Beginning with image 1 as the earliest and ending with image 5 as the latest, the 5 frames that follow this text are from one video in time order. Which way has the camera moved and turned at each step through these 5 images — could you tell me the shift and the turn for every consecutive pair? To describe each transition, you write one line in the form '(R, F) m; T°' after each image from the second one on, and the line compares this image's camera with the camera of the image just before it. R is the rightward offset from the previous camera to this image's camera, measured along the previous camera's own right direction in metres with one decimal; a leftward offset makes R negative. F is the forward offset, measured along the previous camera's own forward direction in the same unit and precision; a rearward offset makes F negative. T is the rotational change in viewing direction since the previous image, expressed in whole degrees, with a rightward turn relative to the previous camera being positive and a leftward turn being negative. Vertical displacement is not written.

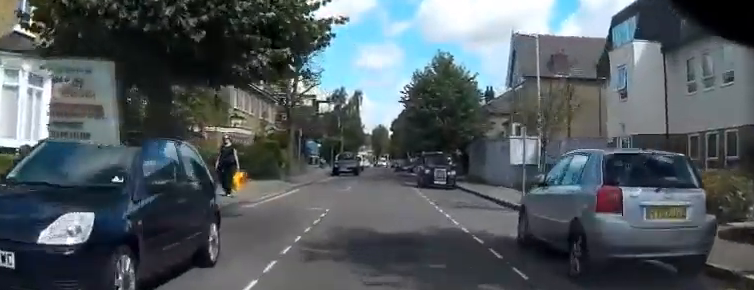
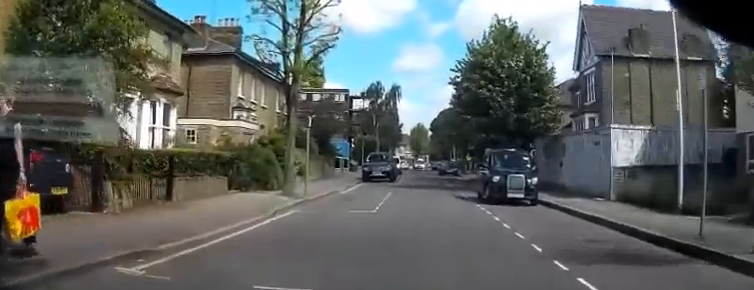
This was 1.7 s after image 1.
(0.0, +11.3) m; -3°
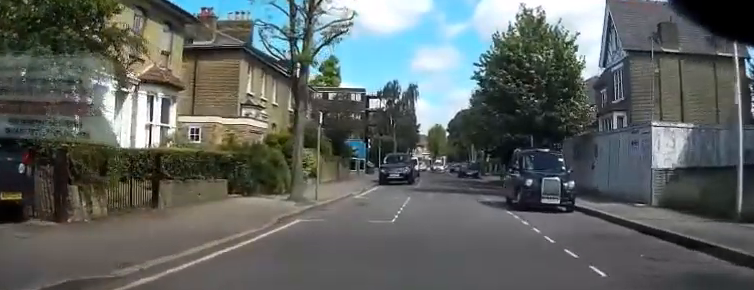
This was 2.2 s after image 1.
(0.0, +2.7) m; -2°
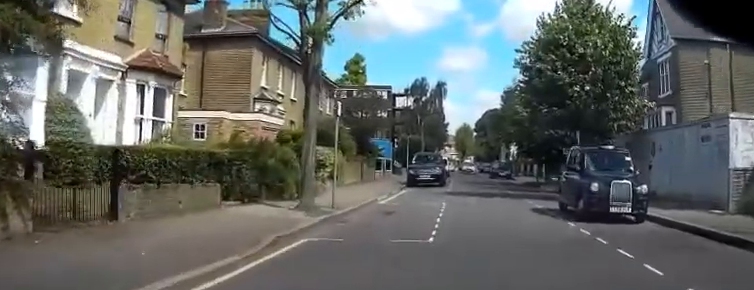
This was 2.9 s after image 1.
(-0.2, +4.1) m; -3°
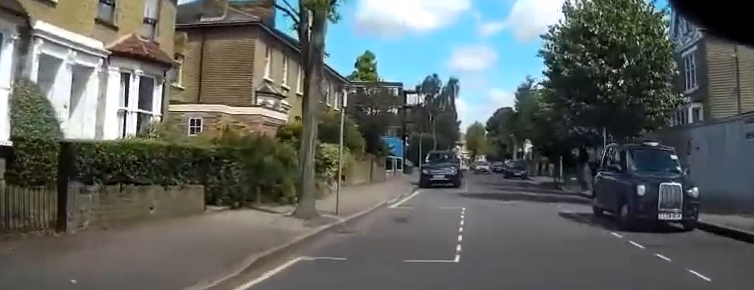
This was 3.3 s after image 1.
(0.0, +2.4) m; -1°
